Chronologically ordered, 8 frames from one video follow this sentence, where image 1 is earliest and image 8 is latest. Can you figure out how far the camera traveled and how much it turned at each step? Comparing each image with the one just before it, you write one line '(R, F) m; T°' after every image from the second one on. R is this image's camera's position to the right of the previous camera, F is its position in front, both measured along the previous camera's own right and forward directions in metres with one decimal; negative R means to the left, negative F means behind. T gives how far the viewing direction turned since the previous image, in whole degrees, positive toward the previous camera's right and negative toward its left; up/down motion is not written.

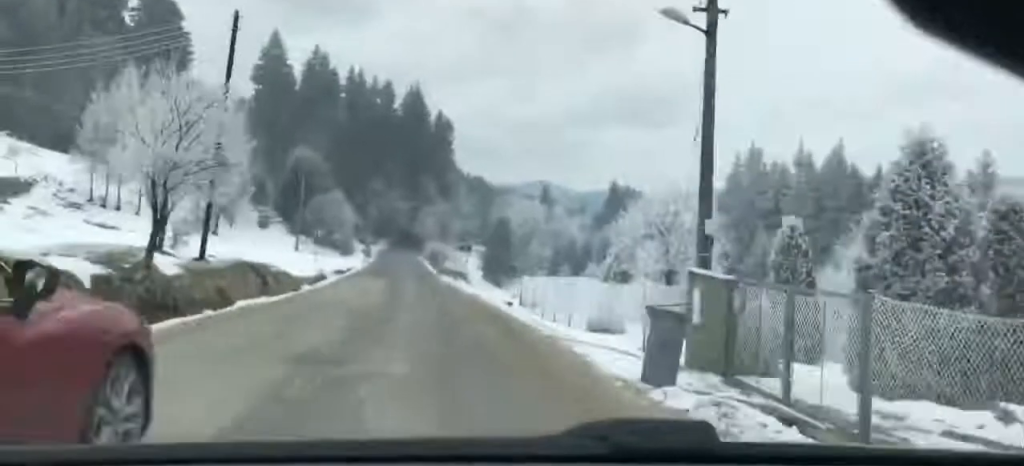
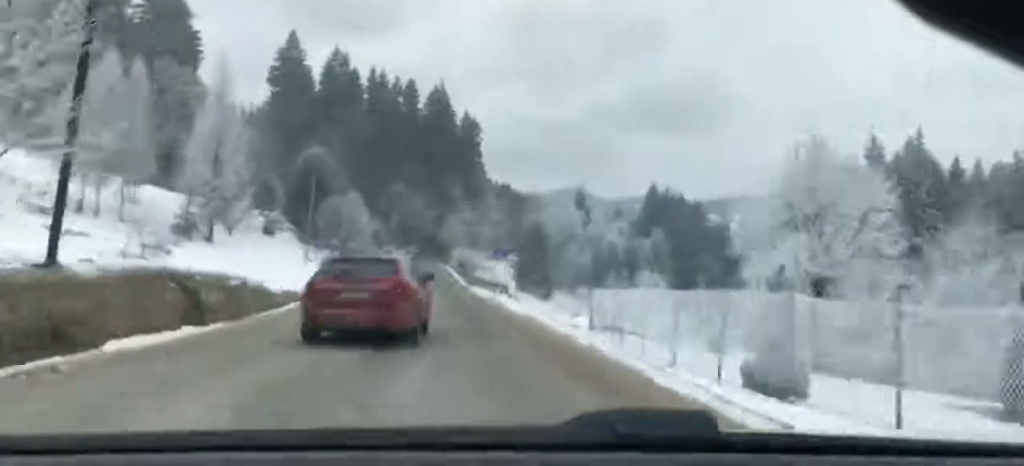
(-0.4, +7.8) m; -10°
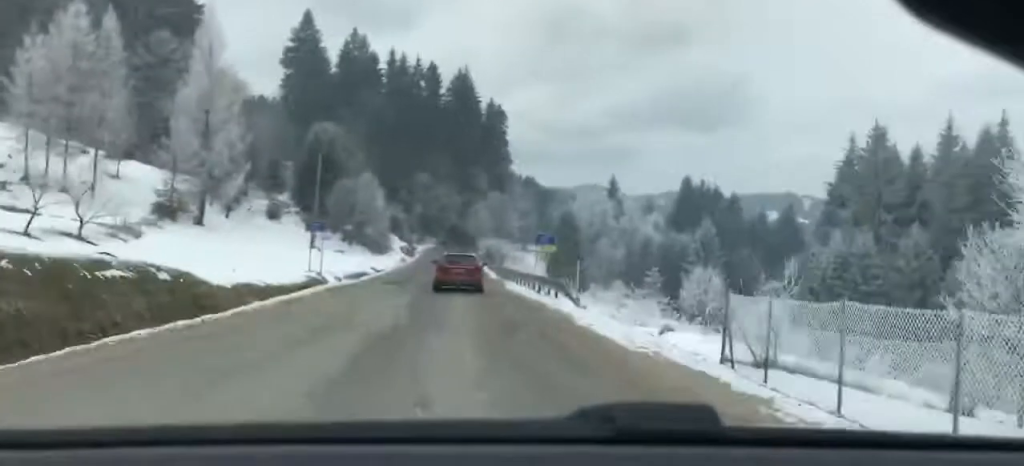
(-0.8, +9.2) m; -7°
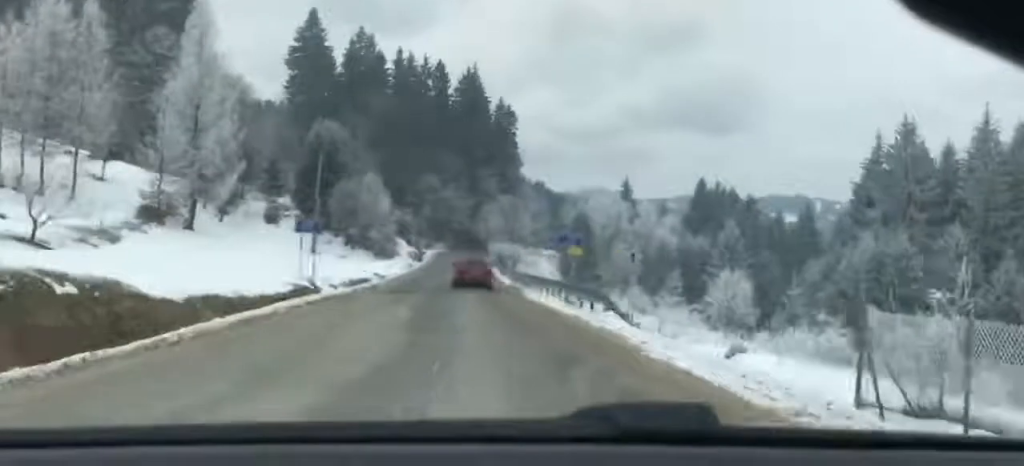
(+0.2, +4.5) m; -4°
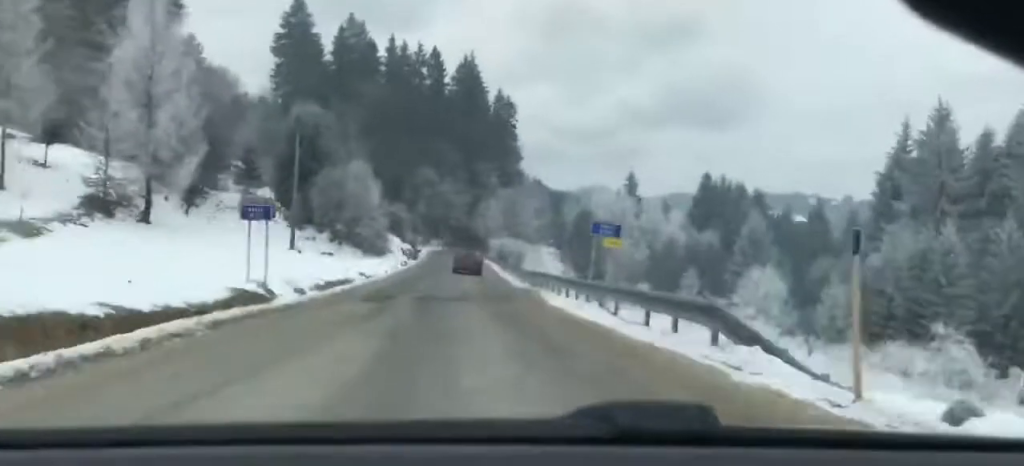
(-0.8, +8.4) m; -6°
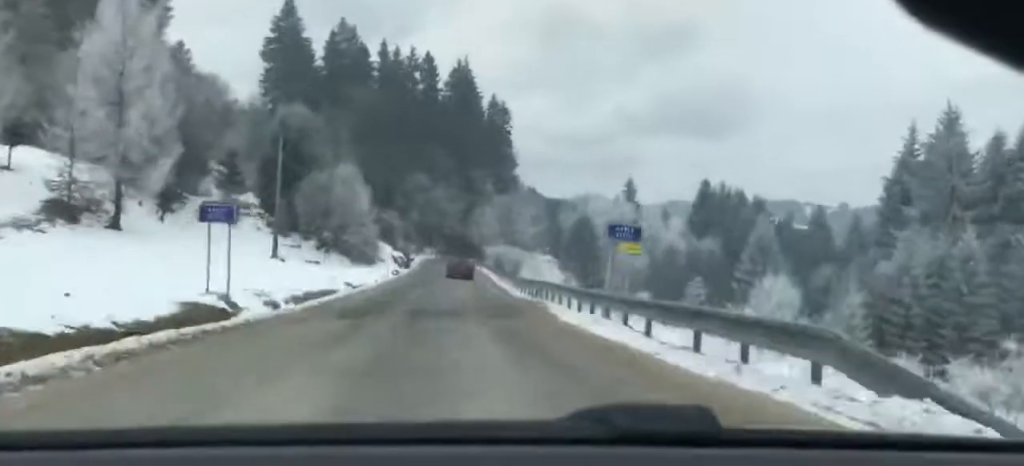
(-0.1, +3.7) m; -2°
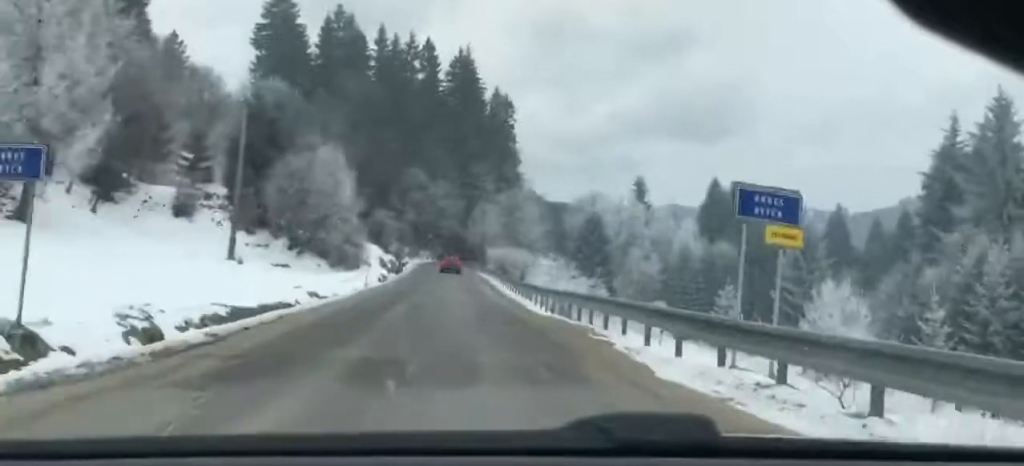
(-0.5, +11.9) m; -4°
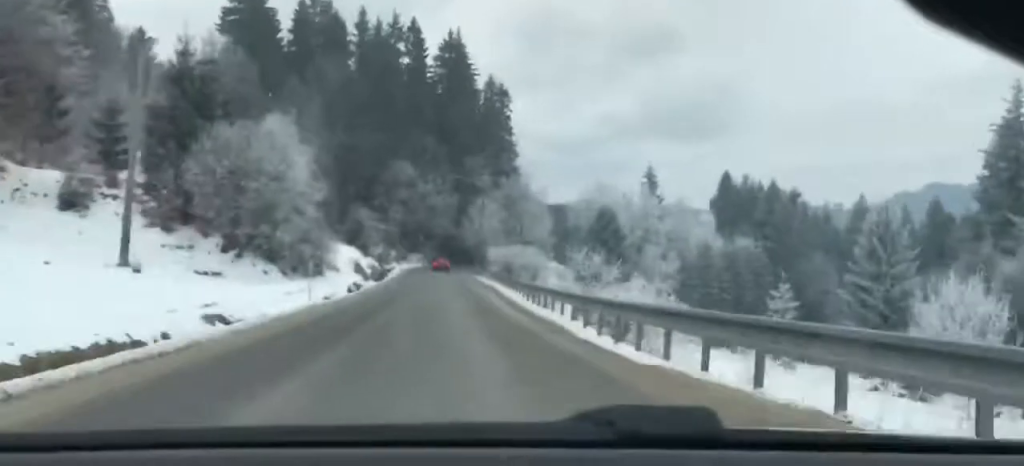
(-0.6, +17.0) m; -5°
